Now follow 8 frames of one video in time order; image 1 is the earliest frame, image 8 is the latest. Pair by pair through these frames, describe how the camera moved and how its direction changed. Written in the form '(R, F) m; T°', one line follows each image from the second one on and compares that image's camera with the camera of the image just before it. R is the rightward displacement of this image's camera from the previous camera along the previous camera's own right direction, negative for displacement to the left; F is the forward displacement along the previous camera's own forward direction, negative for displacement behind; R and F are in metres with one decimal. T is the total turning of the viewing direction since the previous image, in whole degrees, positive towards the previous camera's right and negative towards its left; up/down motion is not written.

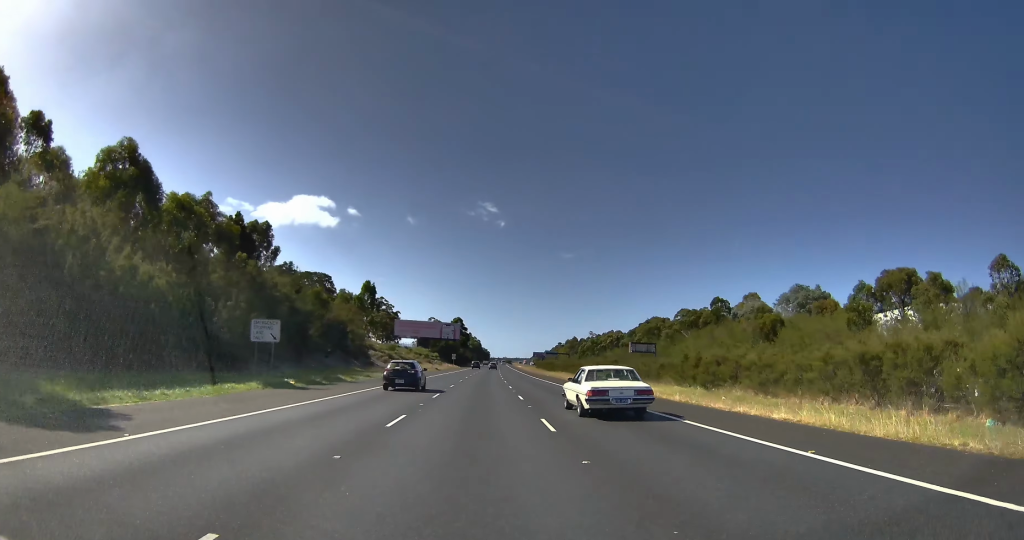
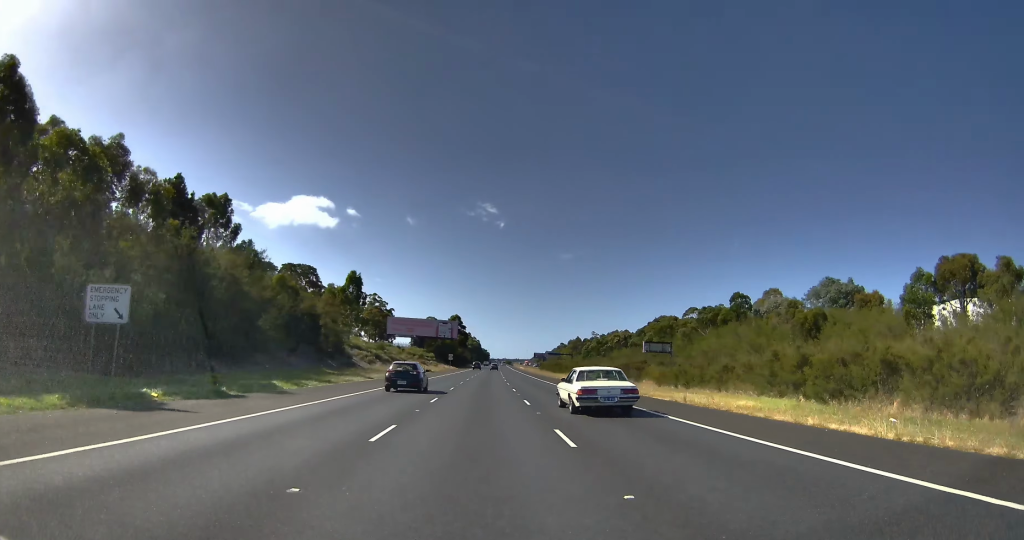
(0.0, +15.9) m; 0°
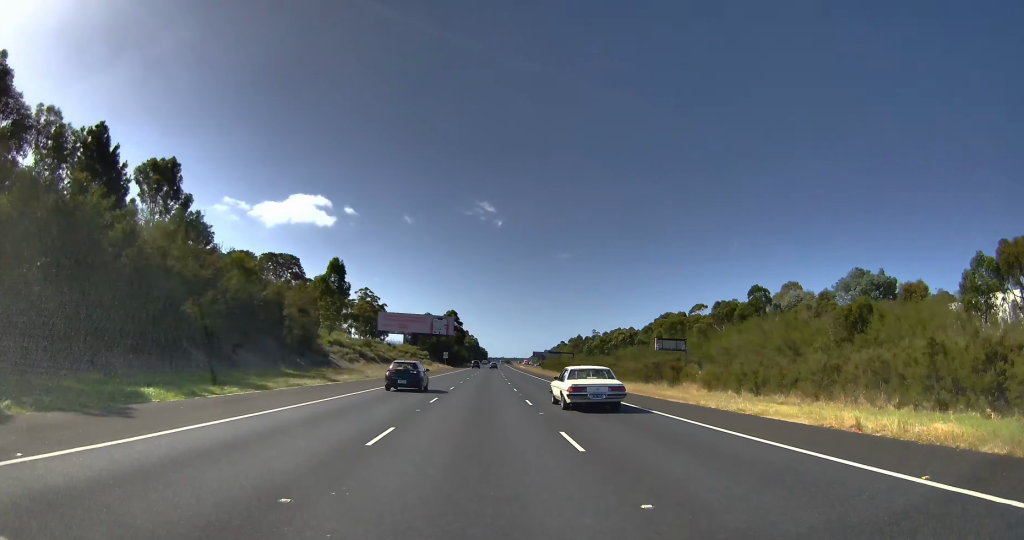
(0.0, +14.9) m; 0°
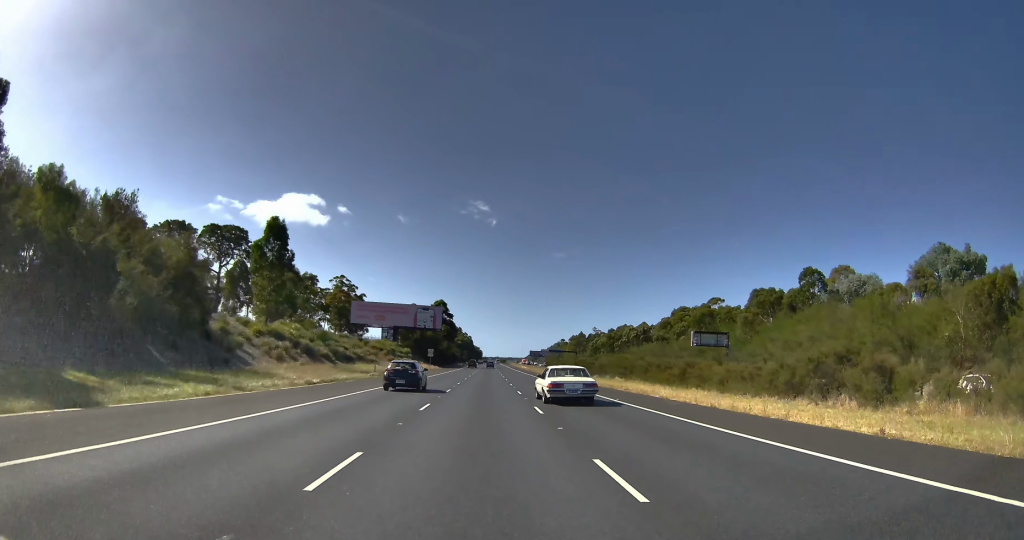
(+0.2, +35.3) m; 0°
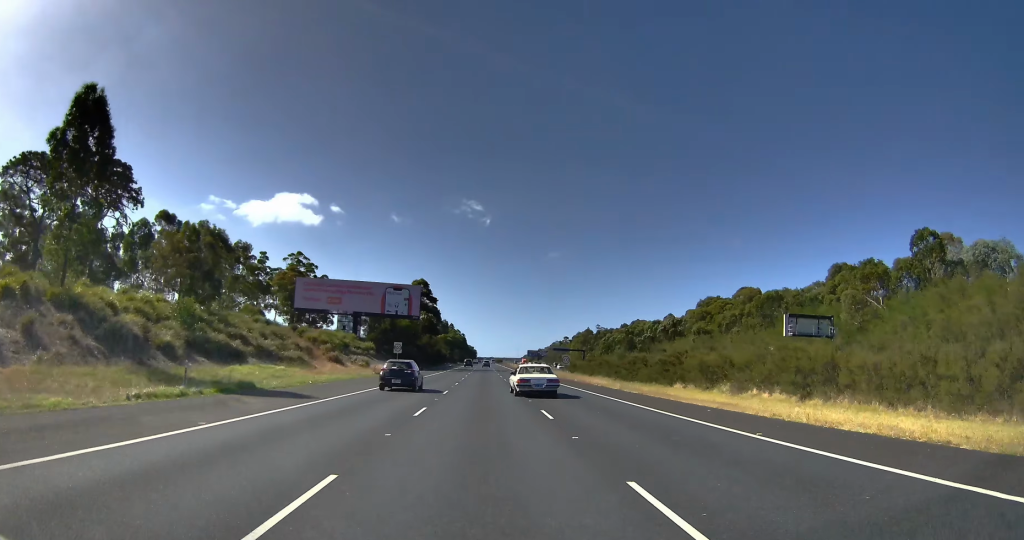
(-0.3, +46.8) m; -1°
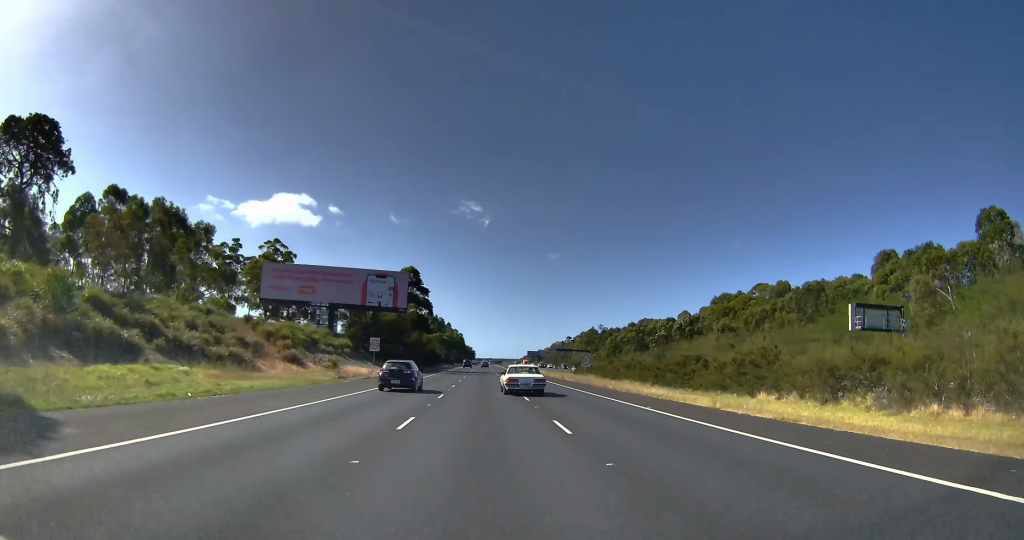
(-0.1, +17.5) m; -1°
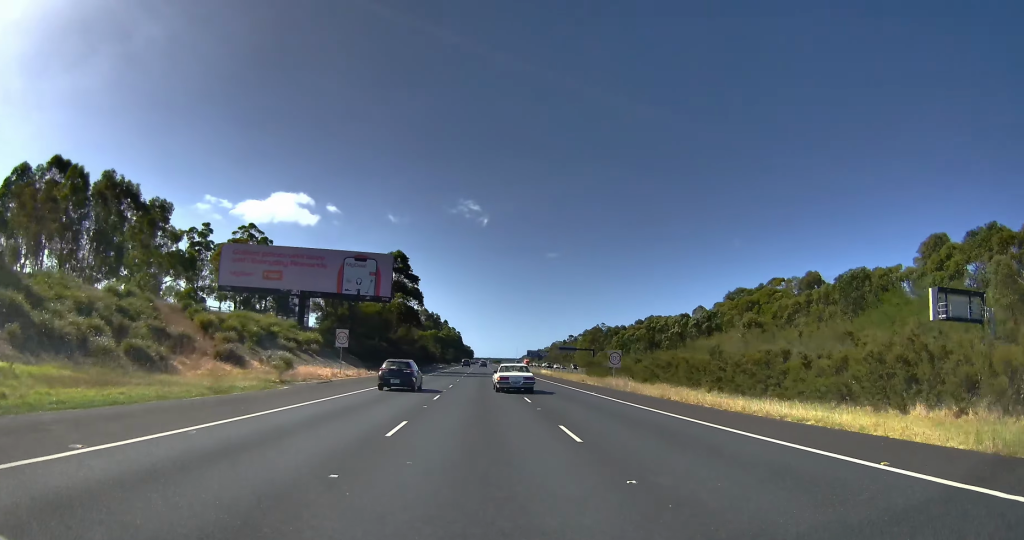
(-0.2, +14.7) m; -1°
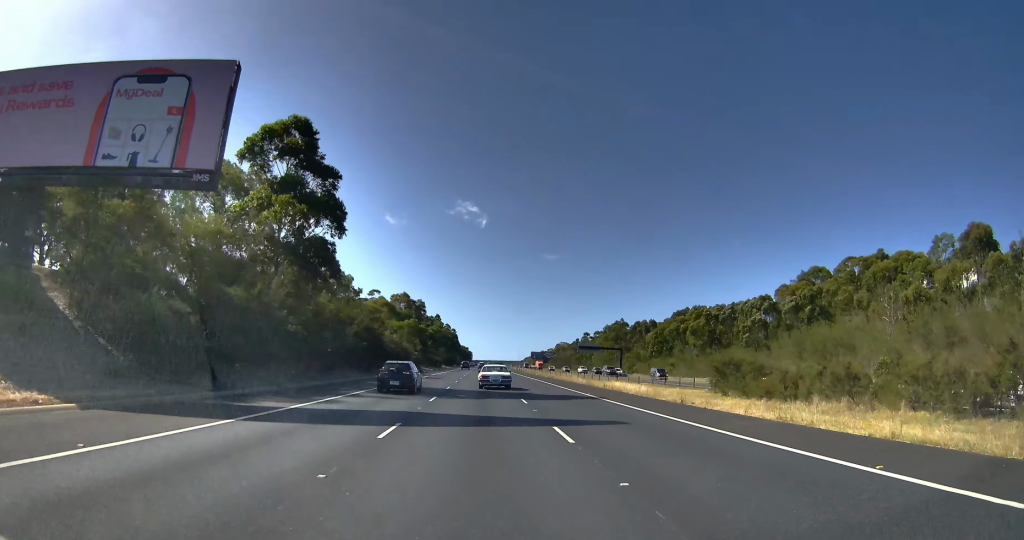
(+0.2, +49.4) m; +1°
